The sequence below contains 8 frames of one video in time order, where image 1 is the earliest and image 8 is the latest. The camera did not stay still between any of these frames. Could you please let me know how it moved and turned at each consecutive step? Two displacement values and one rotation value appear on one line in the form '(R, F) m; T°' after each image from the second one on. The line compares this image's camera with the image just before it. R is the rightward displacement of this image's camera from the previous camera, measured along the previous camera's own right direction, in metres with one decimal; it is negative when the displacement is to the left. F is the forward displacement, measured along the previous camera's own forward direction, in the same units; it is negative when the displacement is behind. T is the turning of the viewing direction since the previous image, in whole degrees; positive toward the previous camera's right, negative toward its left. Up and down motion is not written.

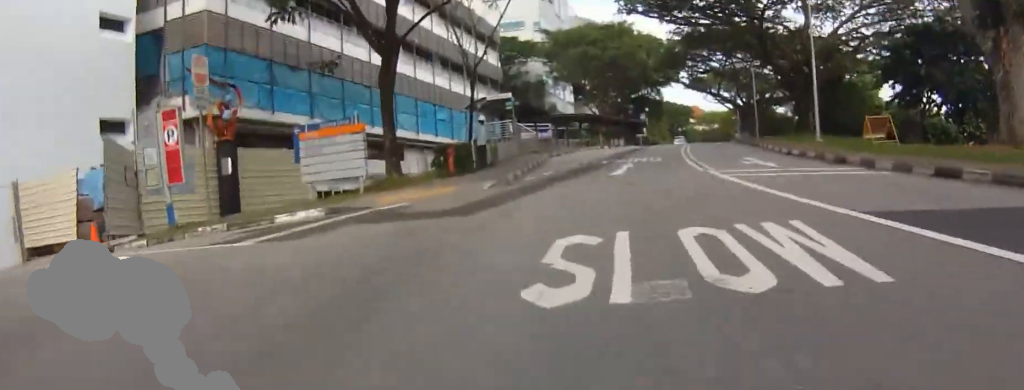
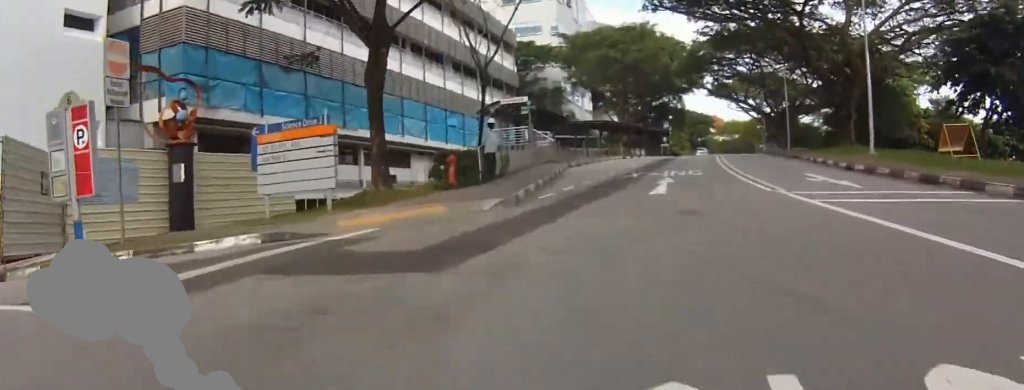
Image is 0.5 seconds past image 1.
(0.0, +4.0) m; 0°
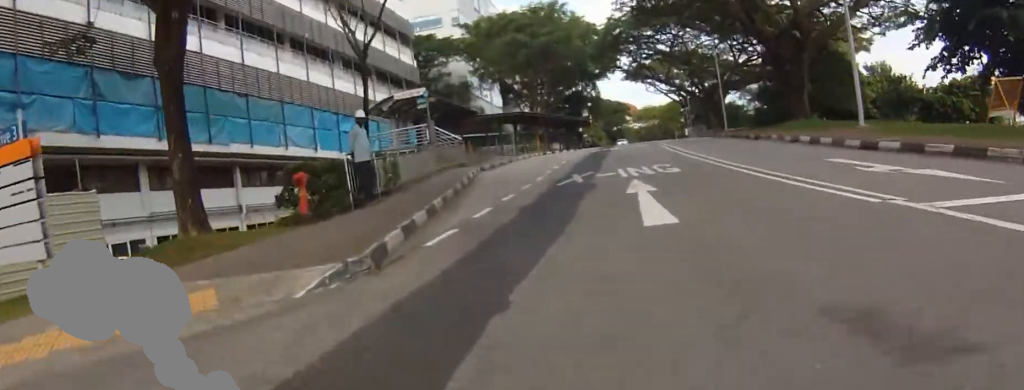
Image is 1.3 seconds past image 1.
(0.0, +6.7) m; 0°
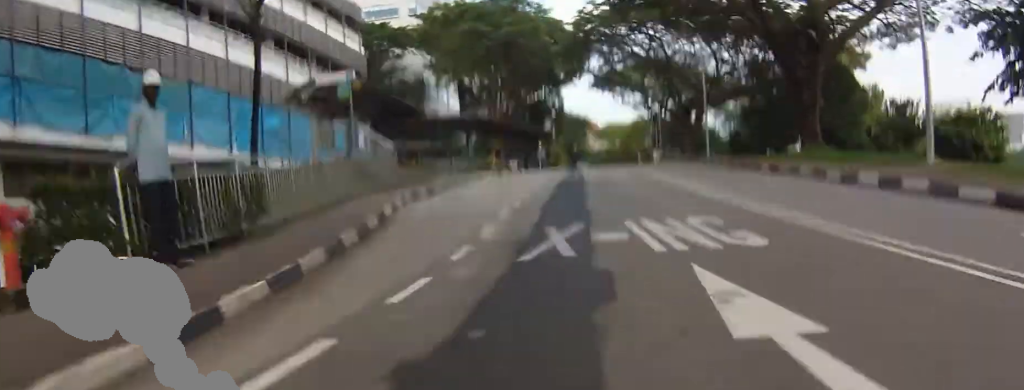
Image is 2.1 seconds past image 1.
(0.0, +6.7) m; +1°
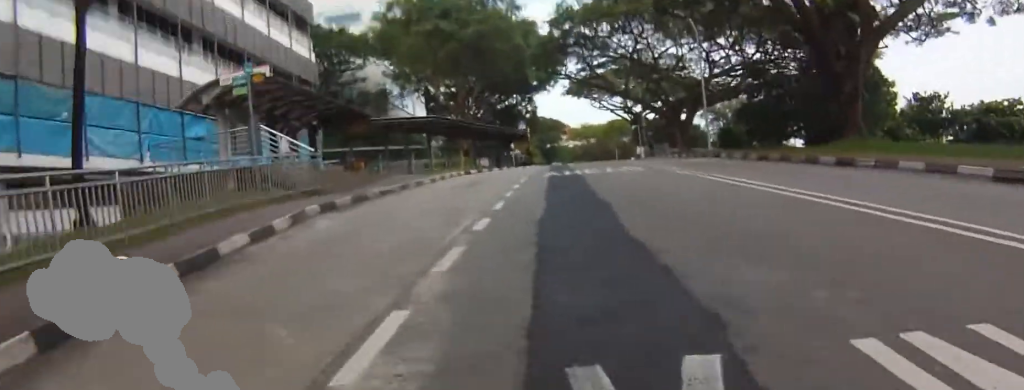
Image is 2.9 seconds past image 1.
(-0.2, +6.7) m; +10°
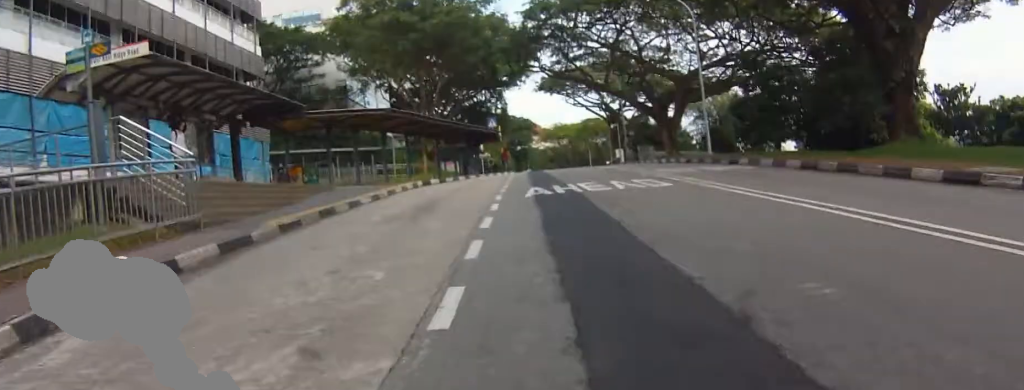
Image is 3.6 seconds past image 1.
(+1.0, +5.2) m; +1°
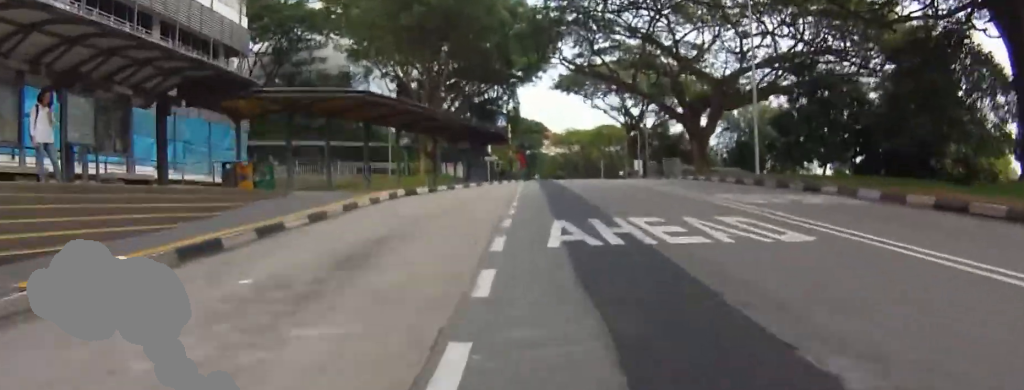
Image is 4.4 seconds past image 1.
(0.0, +5.4) m; -4°
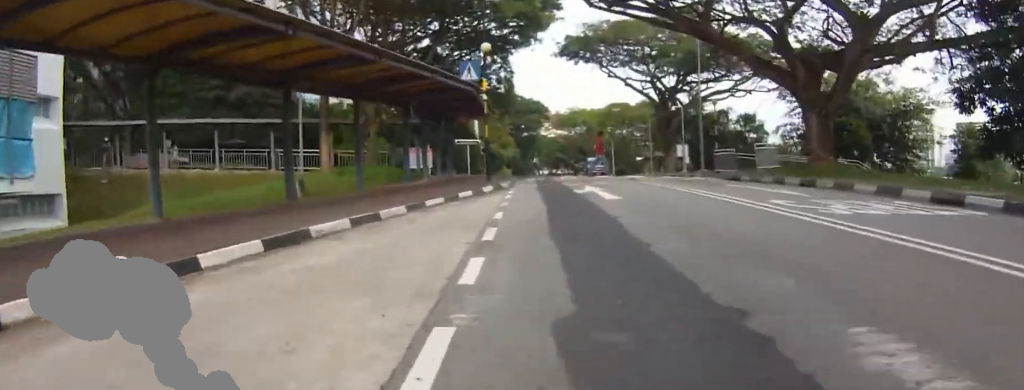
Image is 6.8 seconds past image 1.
(-2.2, +17.1) m; +4°
